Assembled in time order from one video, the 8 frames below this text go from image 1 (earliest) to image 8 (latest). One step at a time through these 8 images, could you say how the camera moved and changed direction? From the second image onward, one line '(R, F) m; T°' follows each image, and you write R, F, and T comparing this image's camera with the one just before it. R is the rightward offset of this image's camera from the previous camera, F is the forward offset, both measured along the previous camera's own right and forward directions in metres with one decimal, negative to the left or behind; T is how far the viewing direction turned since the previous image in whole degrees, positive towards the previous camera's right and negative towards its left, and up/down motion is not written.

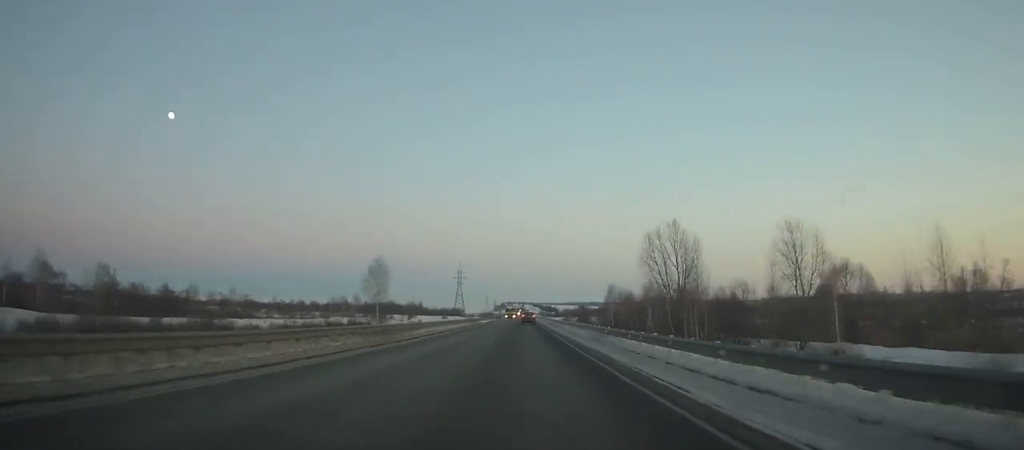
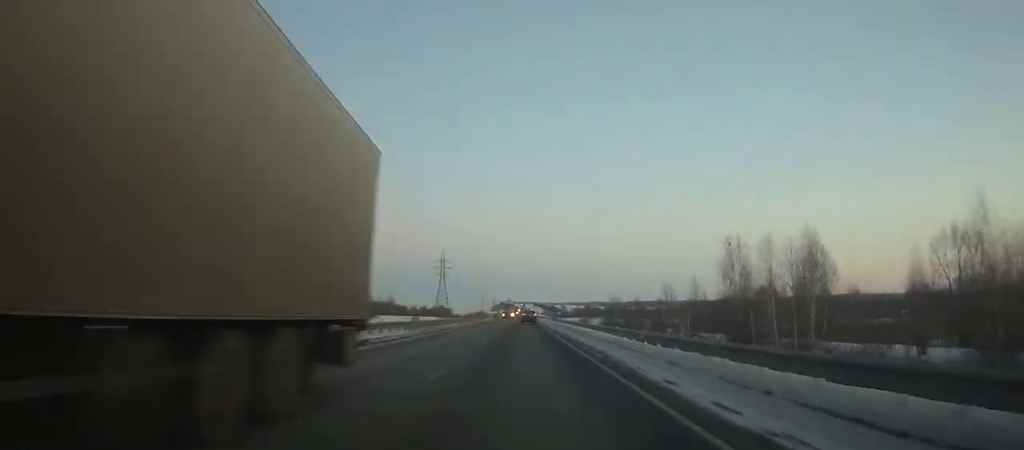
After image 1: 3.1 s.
(0.0, +94.1) m; 0°
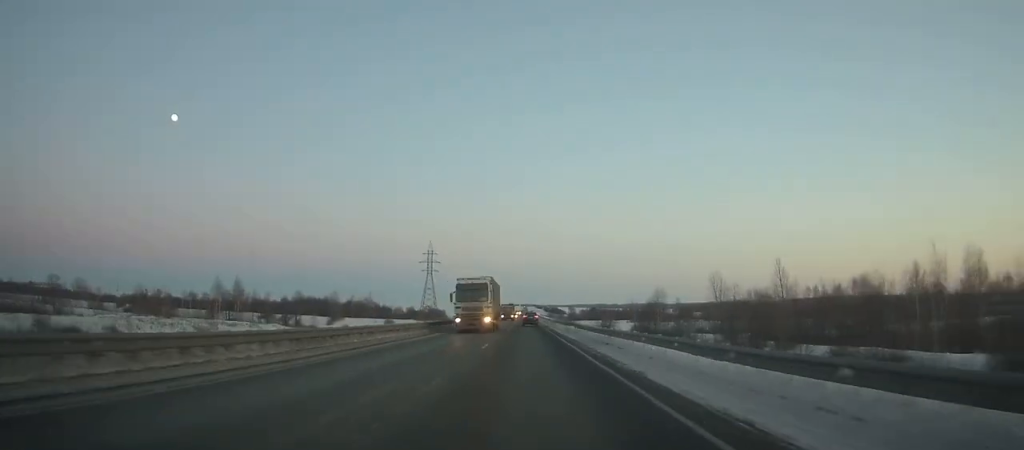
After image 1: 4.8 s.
(0.0, +51.5) m; 0°
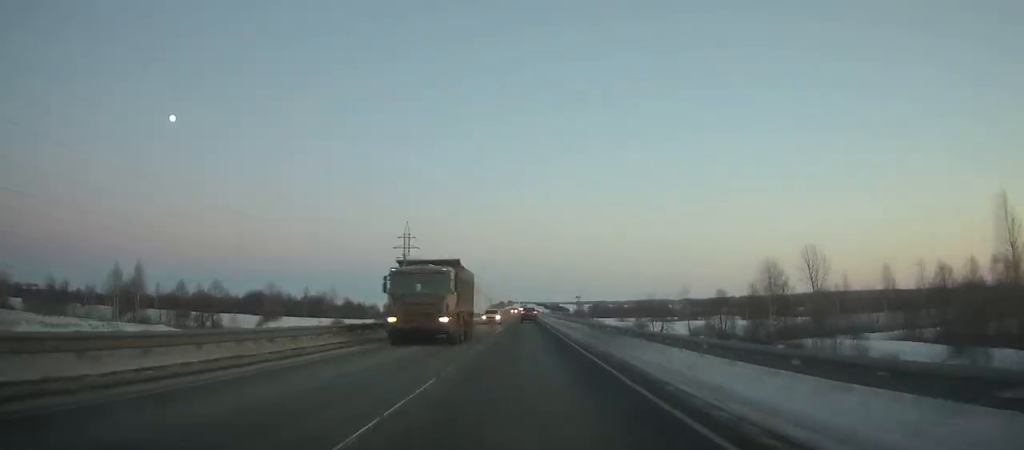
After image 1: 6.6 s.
(0.0, +54.4) m; 0°
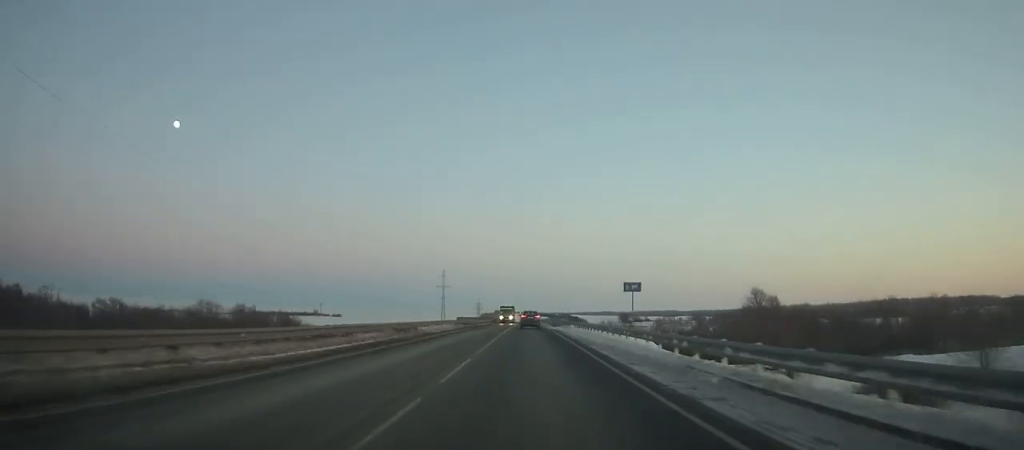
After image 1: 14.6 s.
(-1.2, +232.5) m; -1°
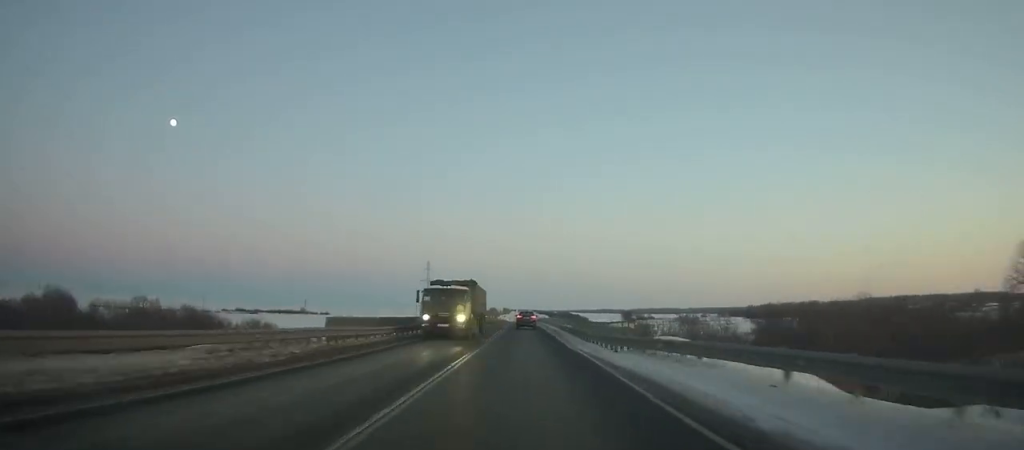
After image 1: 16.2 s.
(0.0, +44.6) m; 0°
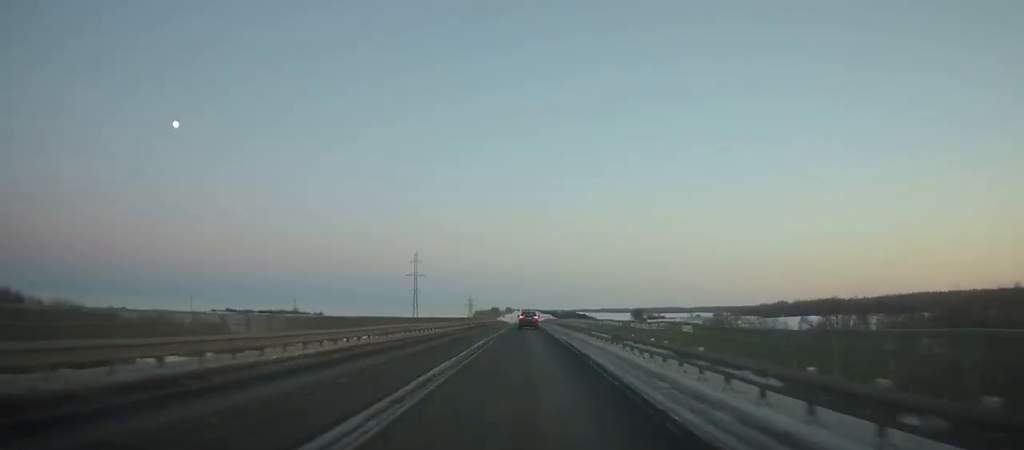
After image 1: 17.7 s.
(-0.1, +41.0) m; 0°
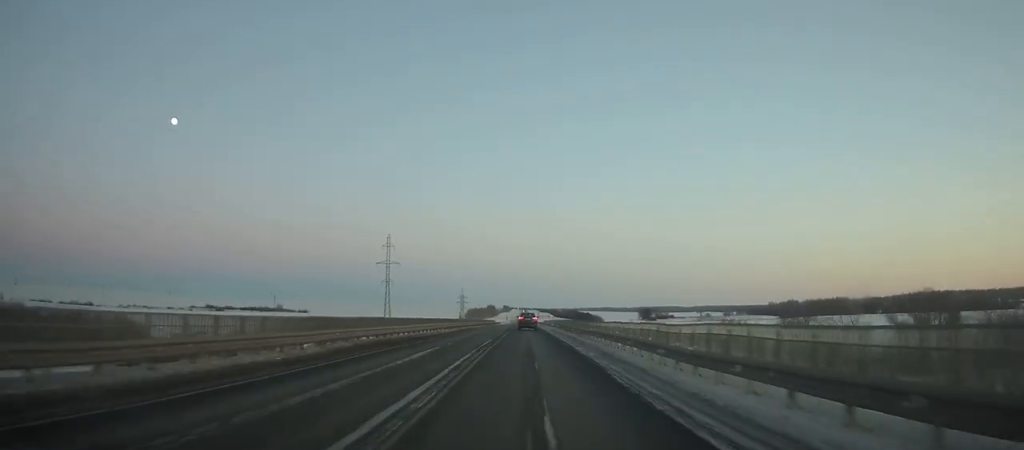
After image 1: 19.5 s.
(-0.1, +49.1) m; 0°
